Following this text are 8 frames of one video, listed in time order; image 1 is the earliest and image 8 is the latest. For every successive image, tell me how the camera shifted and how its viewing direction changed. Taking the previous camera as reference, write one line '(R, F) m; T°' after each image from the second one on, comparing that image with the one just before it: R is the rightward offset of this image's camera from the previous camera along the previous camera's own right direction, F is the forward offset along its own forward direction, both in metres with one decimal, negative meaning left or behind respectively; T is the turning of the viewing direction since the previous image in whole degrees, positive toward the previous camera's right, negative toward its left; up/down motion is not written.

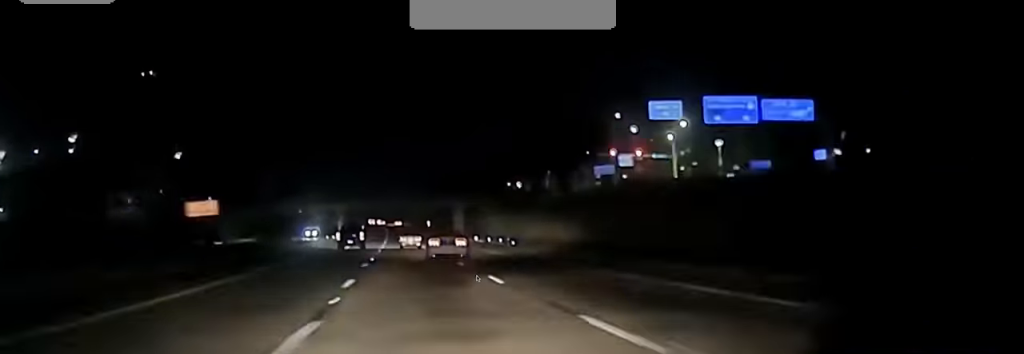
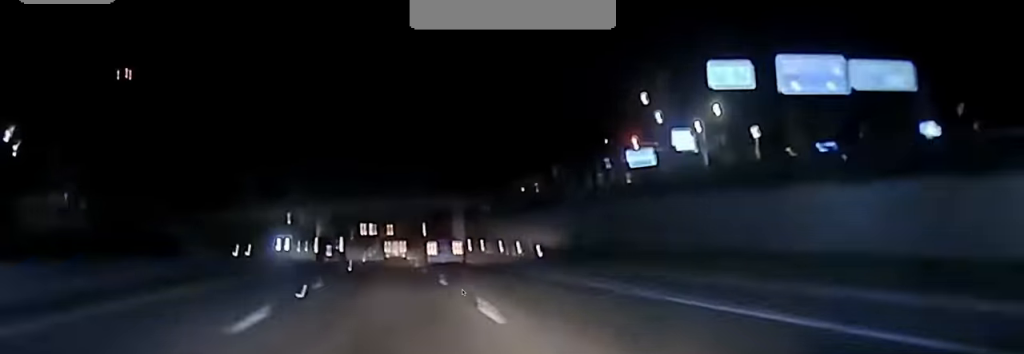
(+0.1, +18.2) m; 0°
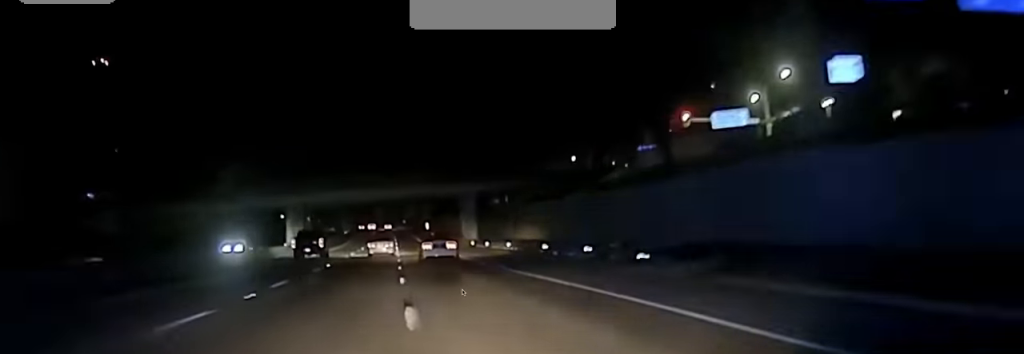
(+0.1, +23.2) m; 0°
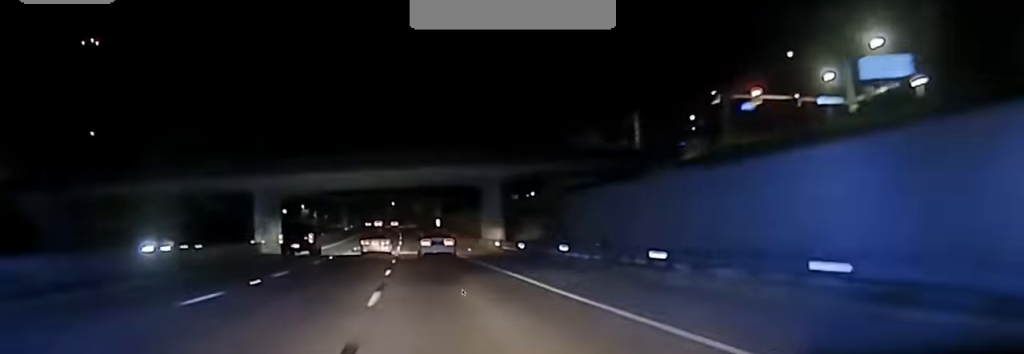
(+0.1, +17.1) m; 0°
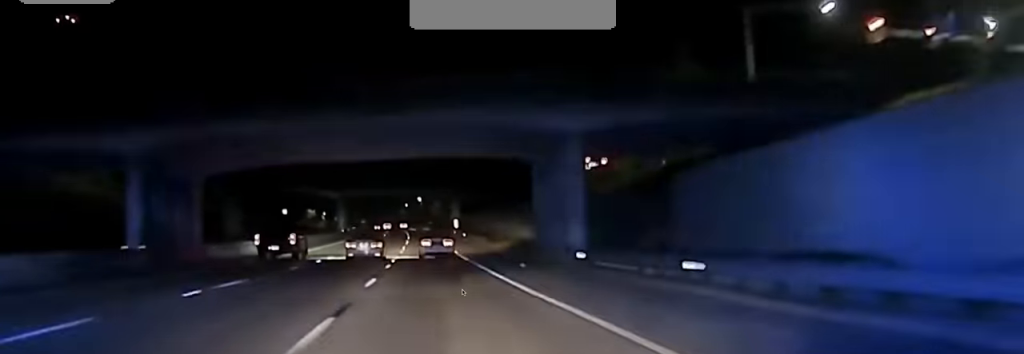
(-0.3, +26.9) m; -1°
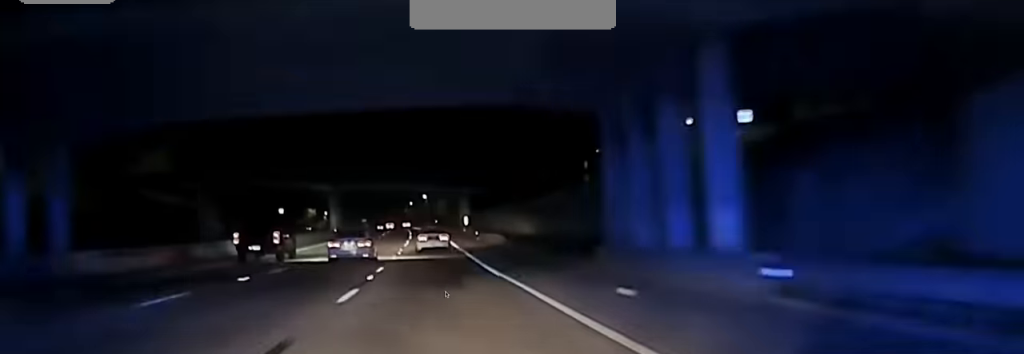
(+0.1, +17.1) m; -1°
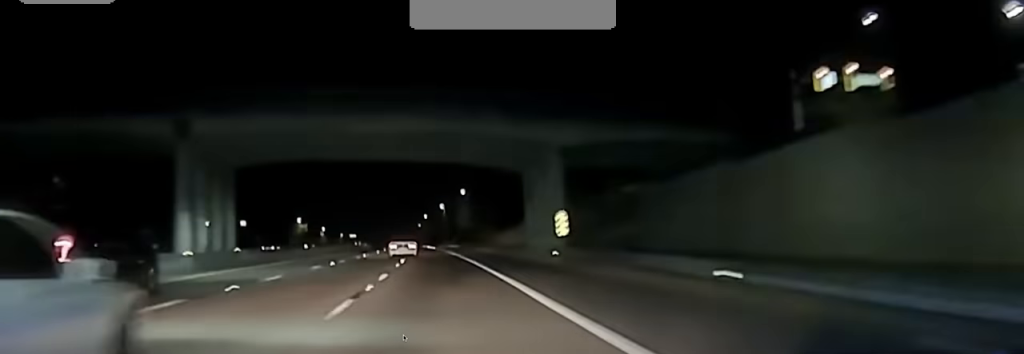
(-0.9, +72.6) m; -1°
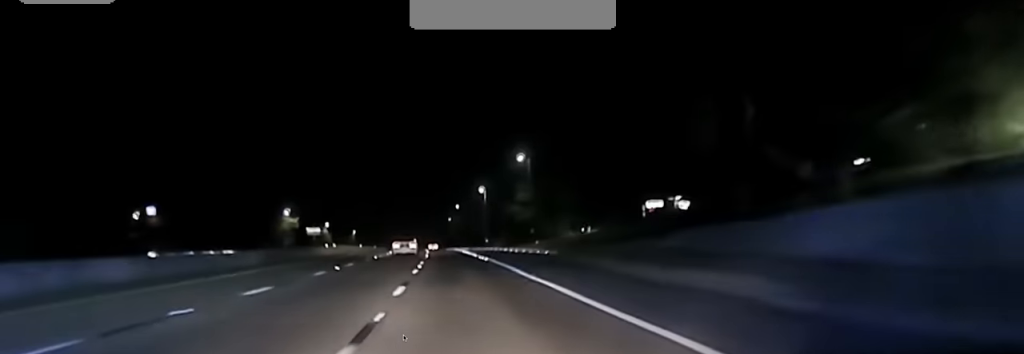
(-1.8, +80.7) m; -2°
